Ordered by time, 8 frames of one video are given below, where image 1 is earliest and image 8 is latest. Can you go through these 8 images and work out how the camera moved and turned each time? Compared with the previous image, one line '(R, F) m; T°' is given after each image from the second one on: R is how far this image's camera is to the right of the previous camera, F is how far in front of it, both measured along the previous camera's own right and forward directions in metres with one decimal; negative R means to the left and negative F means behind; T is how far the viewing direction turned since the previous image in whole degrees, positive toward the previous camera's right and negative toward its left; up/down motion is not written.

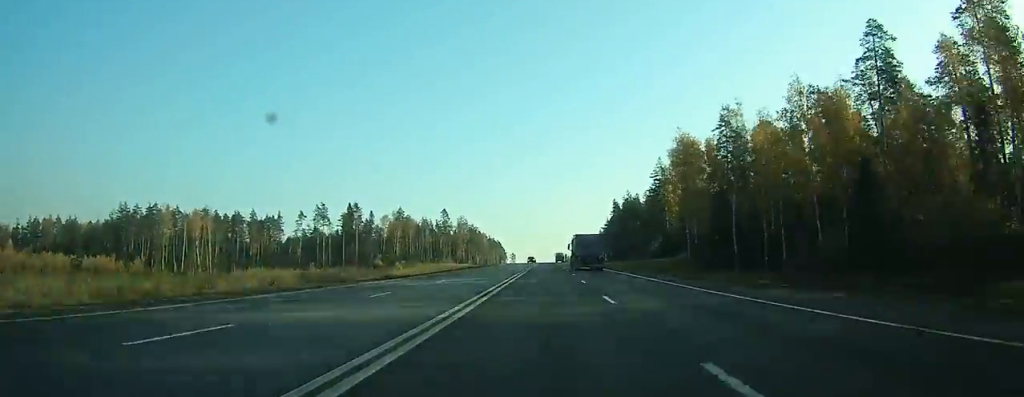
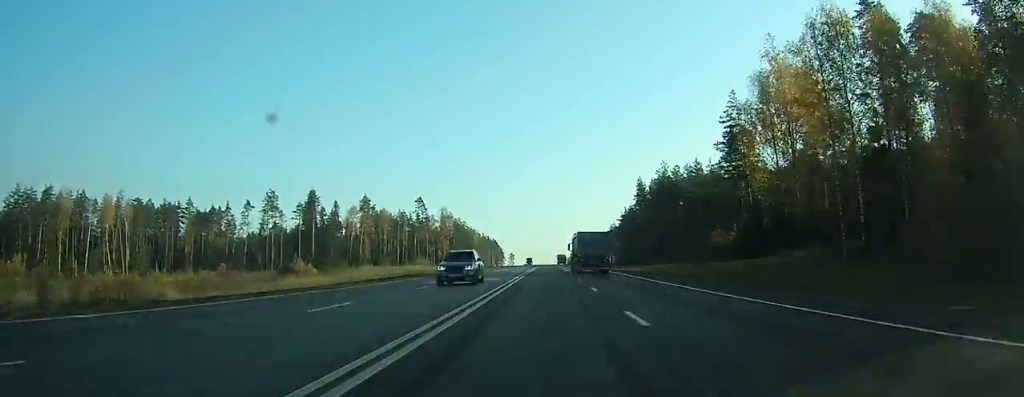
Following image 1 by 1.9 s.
(-0.1, +53.1) m; 0°
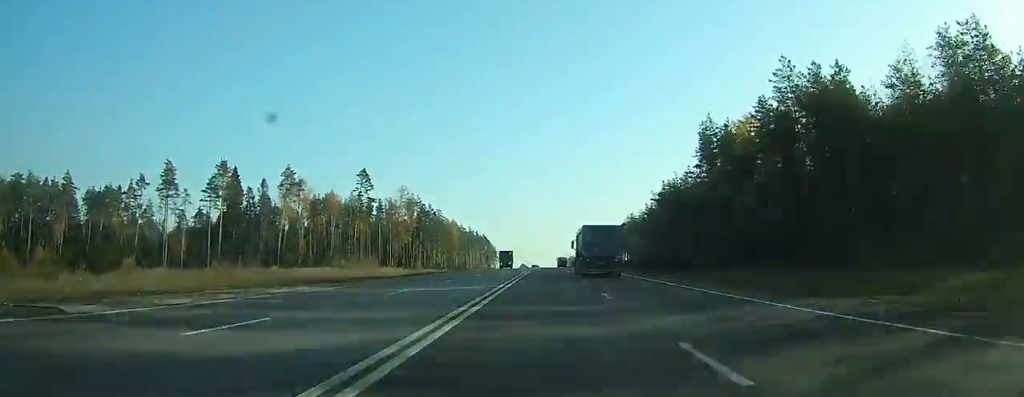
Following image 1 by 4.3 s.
(-0.2, +65.1) m; 0°
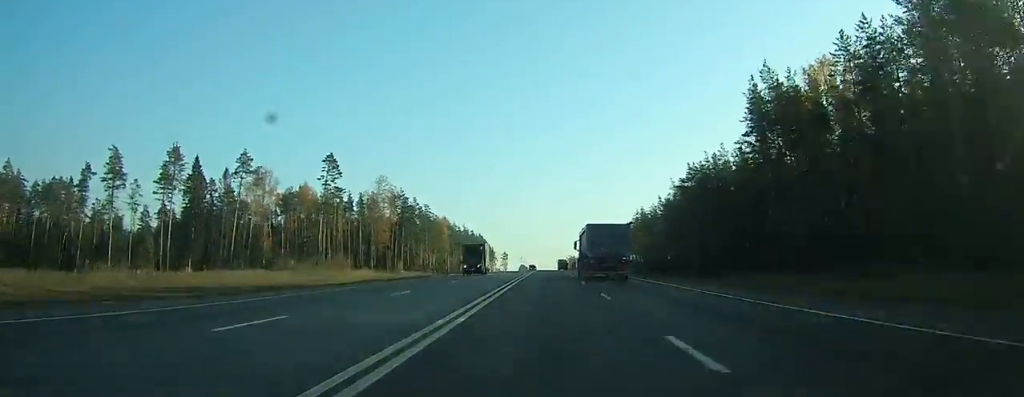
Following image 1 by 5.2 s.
(0.0, +23.3) m; 0°
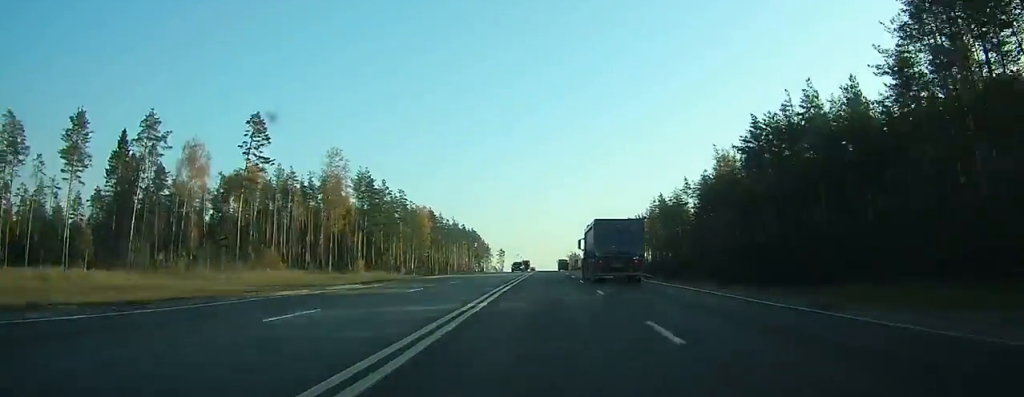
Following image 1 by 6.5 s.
(0.0, +34.0) m; 0°
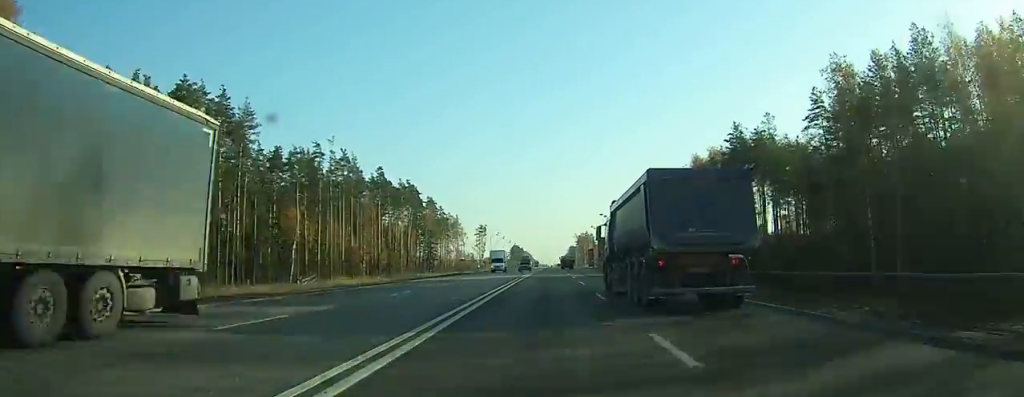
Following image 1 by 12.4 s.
(+0.9, +158.1) m; +1°
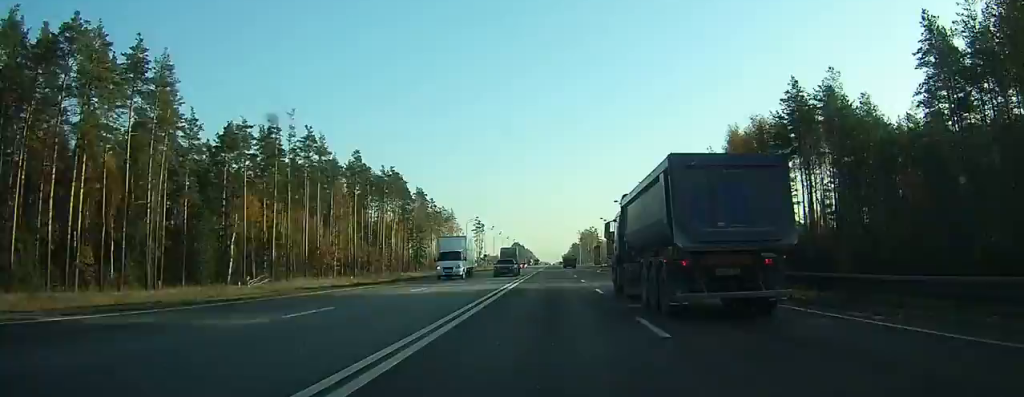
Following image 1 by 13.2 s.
(0.0, +21.4) m; 0°
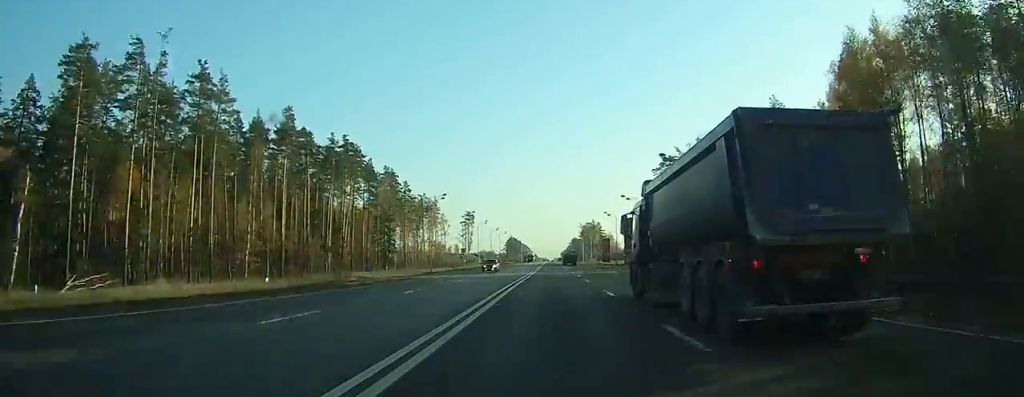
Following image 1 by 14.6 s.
(0.0, +37.7) m; 0°
